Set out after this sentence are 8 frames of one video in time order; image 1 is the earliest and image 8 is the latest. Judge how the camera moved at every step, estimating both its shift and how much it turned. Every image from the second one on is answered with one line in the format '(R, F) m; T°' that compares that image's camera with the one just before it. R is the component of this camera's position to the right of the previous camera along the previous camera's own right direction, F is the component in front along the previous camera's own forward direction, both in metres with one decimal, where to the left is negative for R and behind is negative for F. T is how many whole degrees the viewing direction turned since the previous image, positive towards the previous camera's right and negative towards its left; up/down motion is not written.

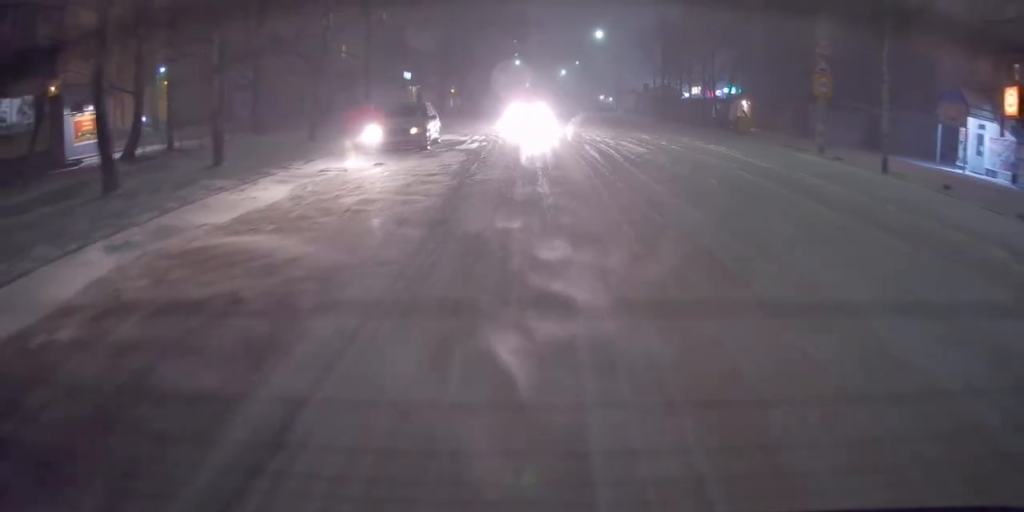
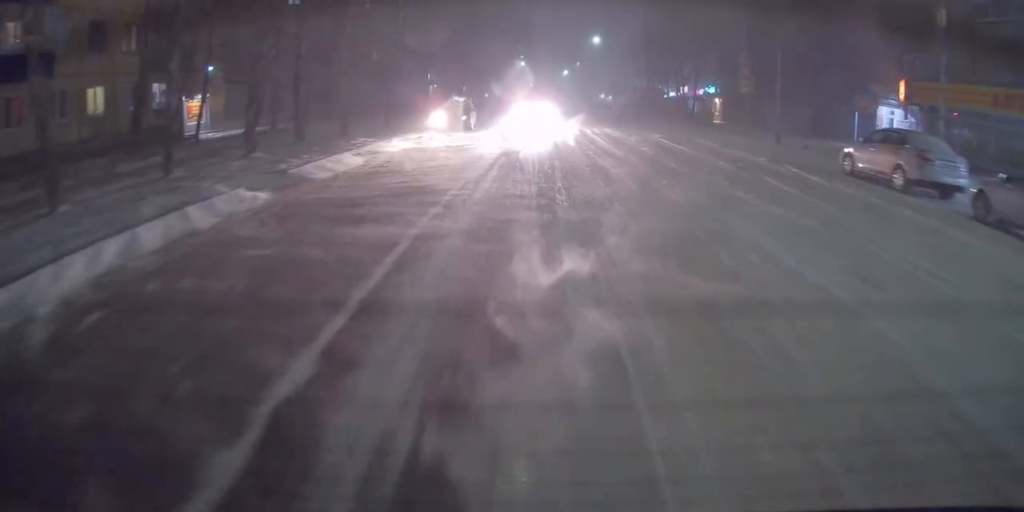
(+0.3, +10.1) m; 0°
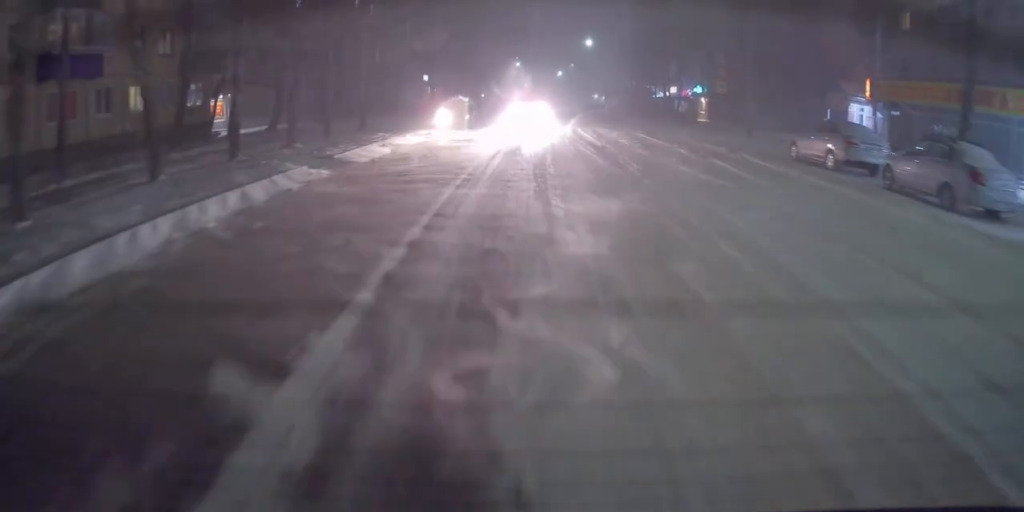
(-0.1, +3.4) m; 0°
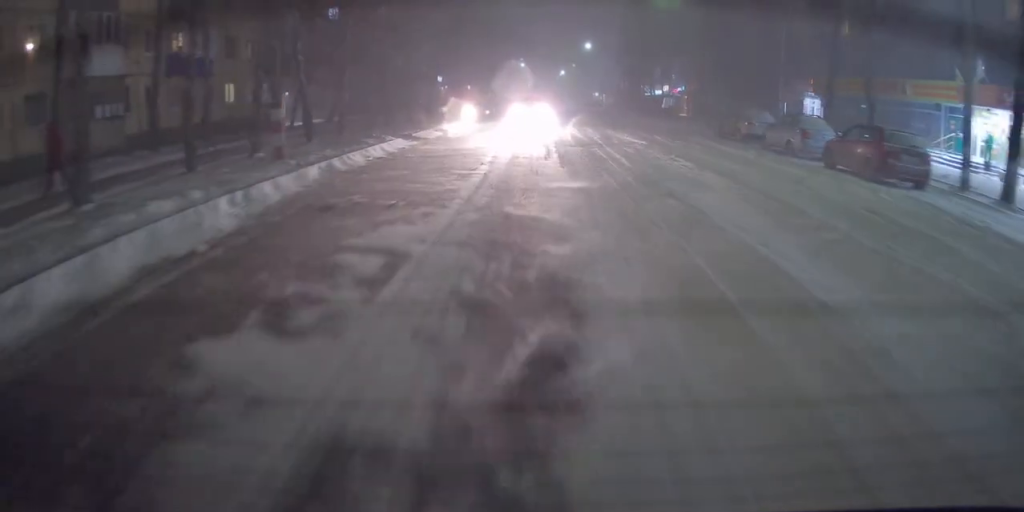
(0.0, +8.9) m; 0°
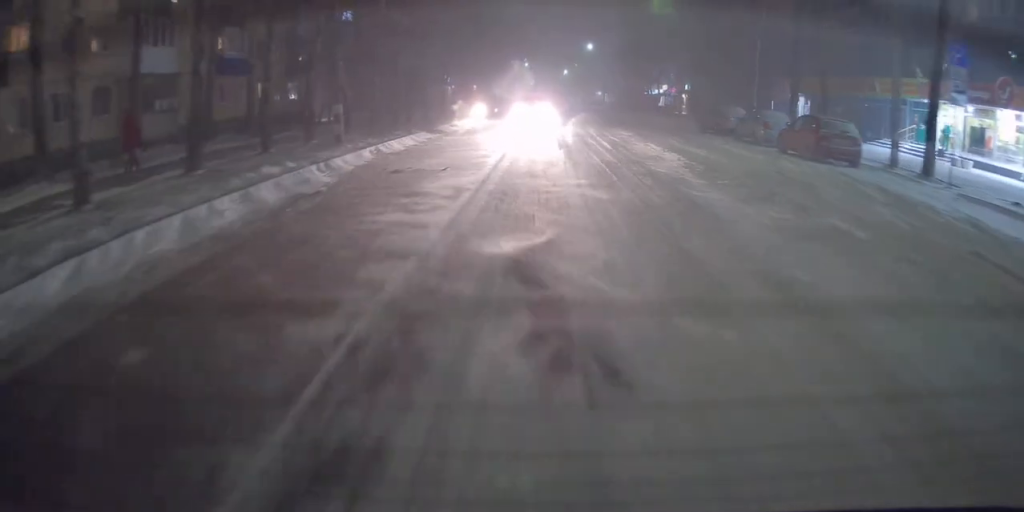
(0.0, +3.9) m; +1°
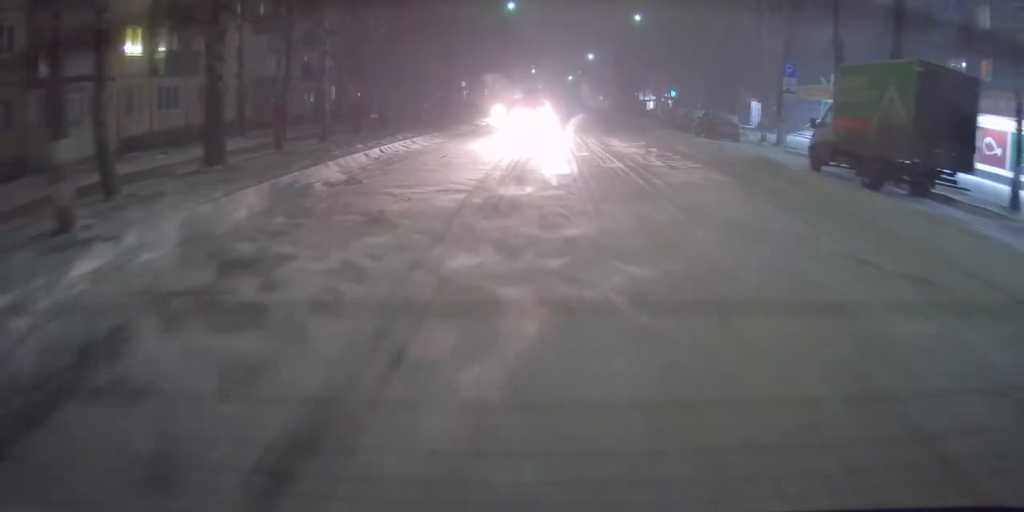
(+0.5, +12.7) m; +3°
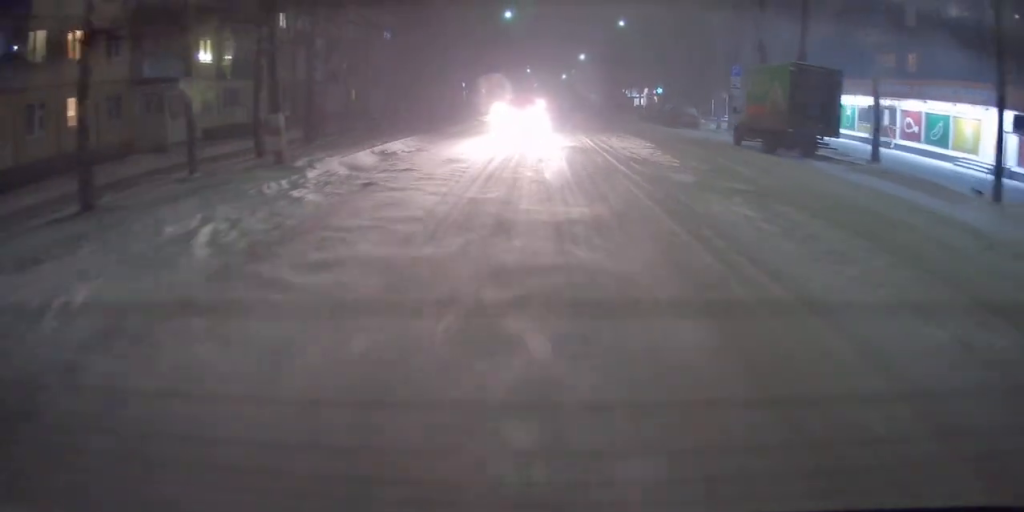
(-0.3, +7.2) m; -2°
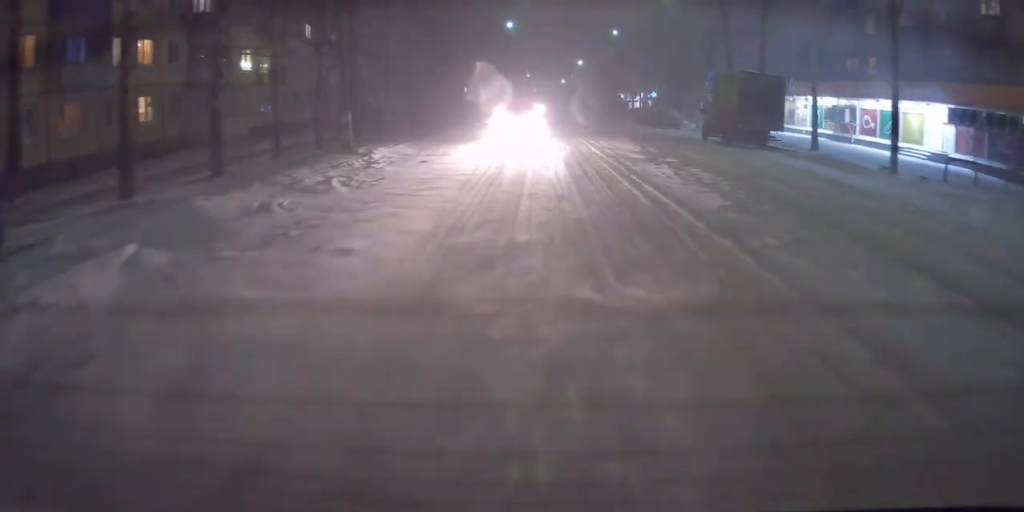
(0.0, +5.2) m; +1°
